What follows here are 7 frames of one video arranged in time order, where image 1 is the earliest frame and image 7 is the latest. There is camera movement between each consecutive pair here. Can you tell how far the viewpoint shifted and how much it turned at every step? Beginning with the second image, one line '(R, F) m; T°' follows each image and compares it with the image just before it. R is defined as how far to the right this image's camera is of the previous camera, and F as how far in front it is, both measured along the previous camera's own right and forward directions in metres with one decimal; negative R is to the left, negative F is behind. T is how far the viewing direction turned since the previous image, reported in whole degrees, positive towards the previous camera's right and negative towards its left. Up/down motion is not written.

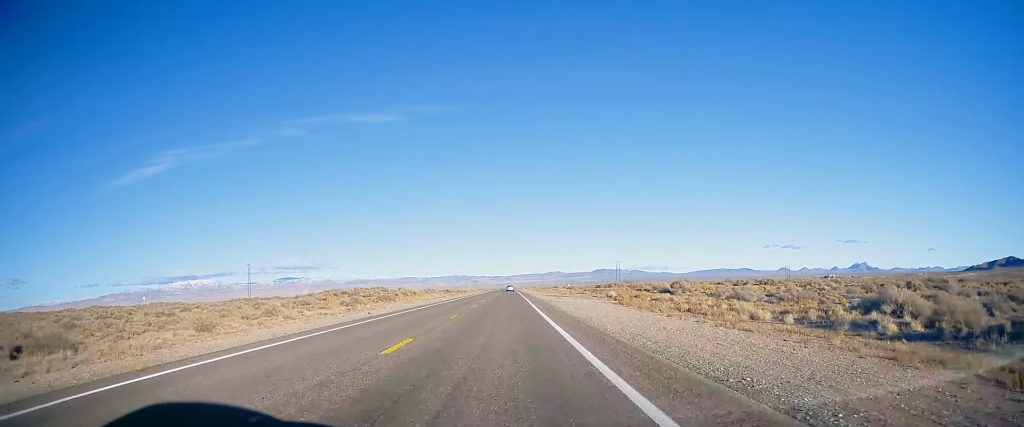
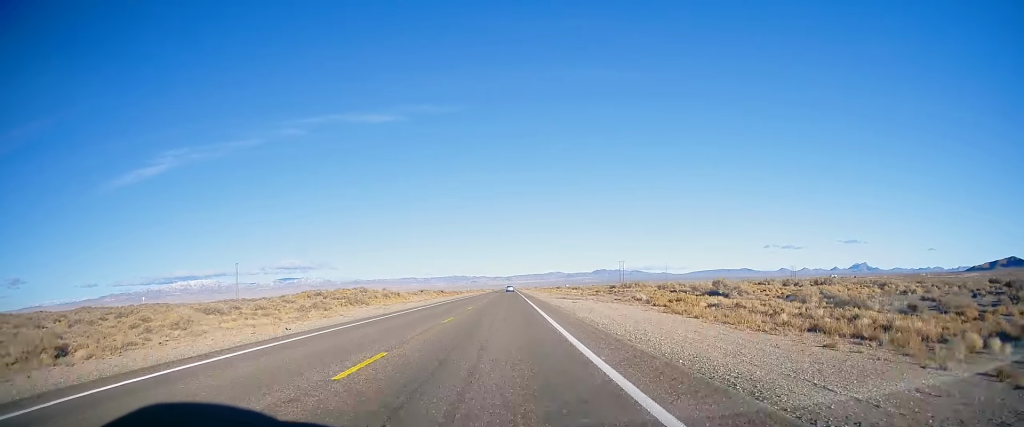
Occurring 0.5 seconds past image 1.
(0.0, +15.3) m; 0°
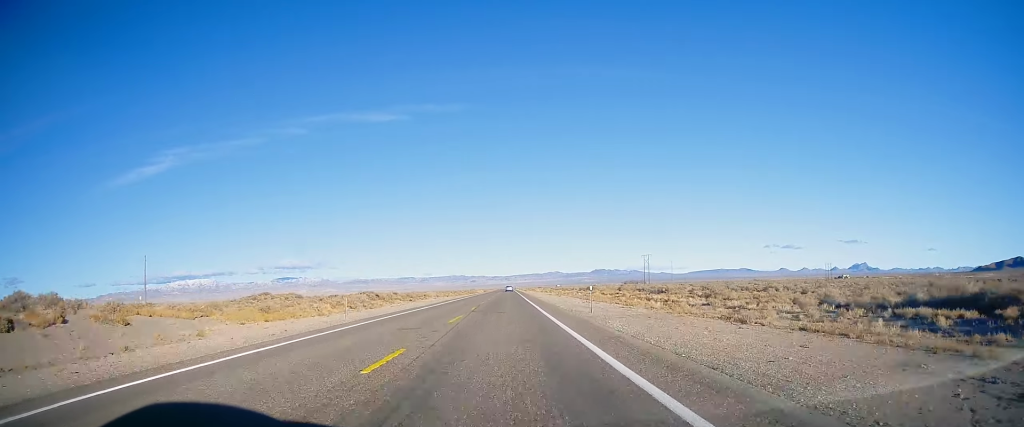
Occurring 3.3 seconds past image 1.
(+0.1, +84.5) m; 0°
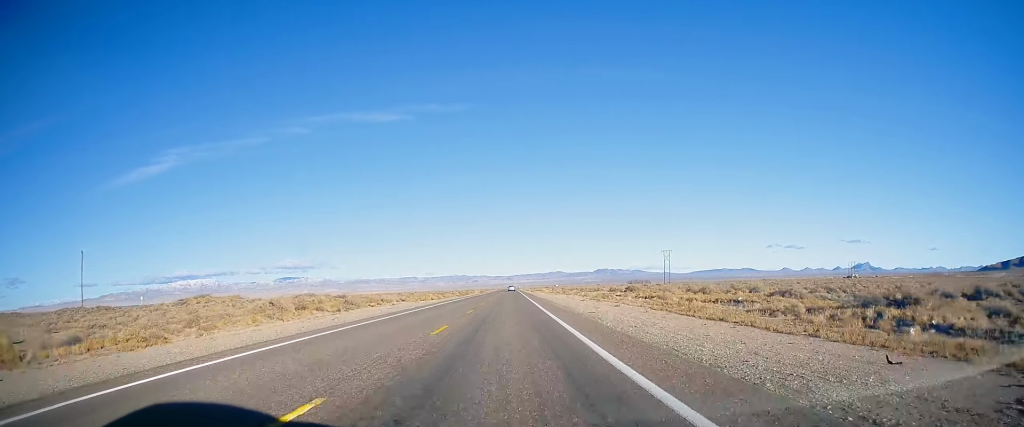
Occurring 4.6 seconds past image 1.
(-0.1, +41.9) m; 0°
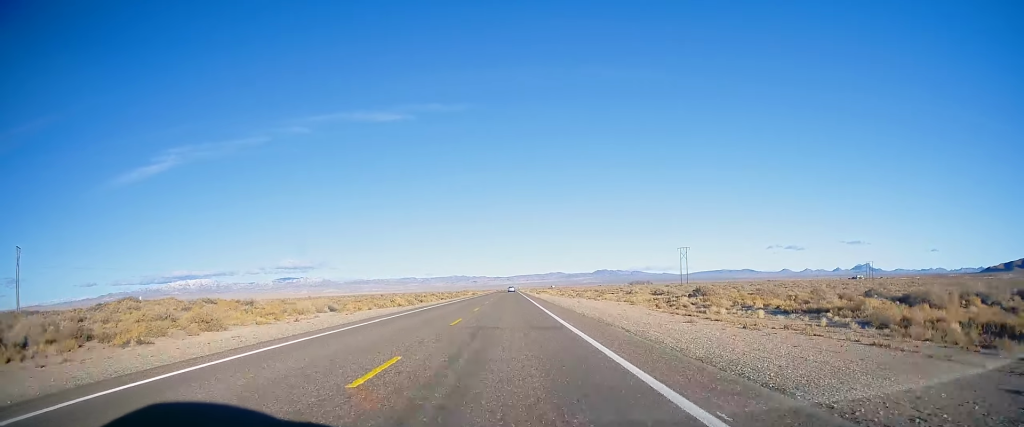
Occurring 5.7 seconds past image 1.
(-0.1, +32.8) m; +1°
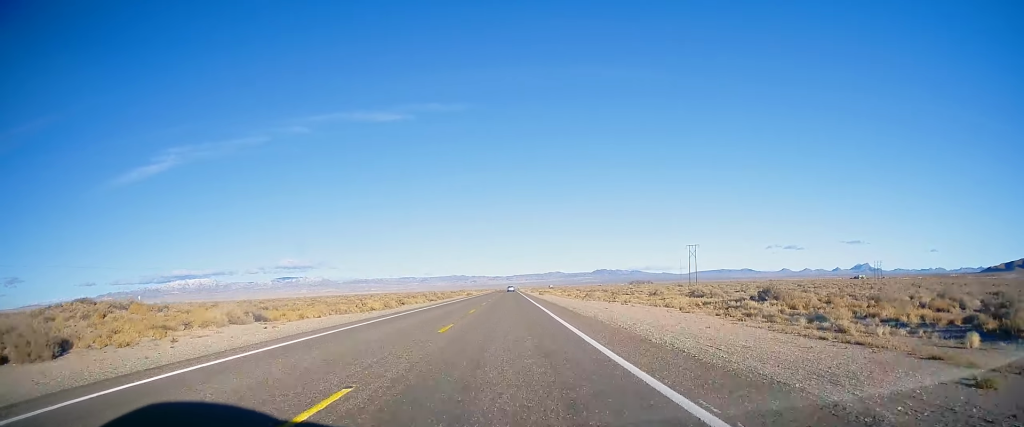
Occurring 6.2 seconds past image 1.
(+0.3, +15.2) m; 0°
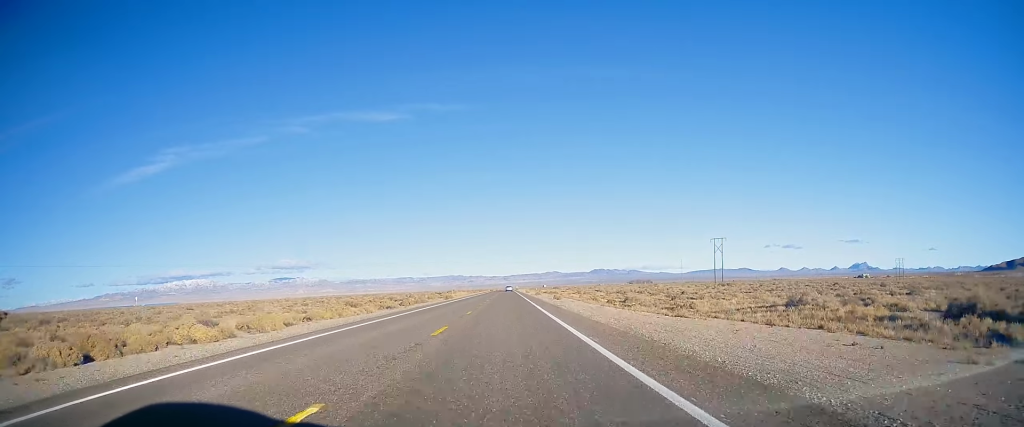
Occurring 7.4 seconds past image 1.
(-0.2, +37.5) m; -1°
